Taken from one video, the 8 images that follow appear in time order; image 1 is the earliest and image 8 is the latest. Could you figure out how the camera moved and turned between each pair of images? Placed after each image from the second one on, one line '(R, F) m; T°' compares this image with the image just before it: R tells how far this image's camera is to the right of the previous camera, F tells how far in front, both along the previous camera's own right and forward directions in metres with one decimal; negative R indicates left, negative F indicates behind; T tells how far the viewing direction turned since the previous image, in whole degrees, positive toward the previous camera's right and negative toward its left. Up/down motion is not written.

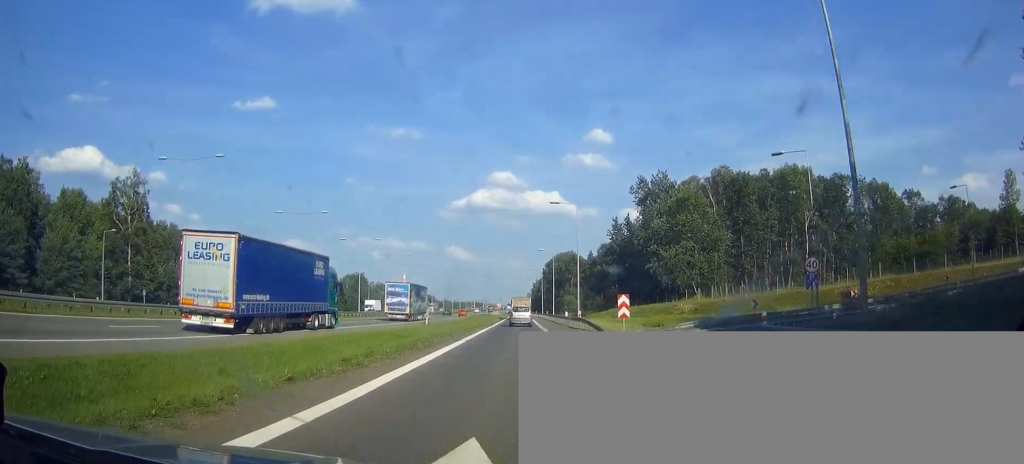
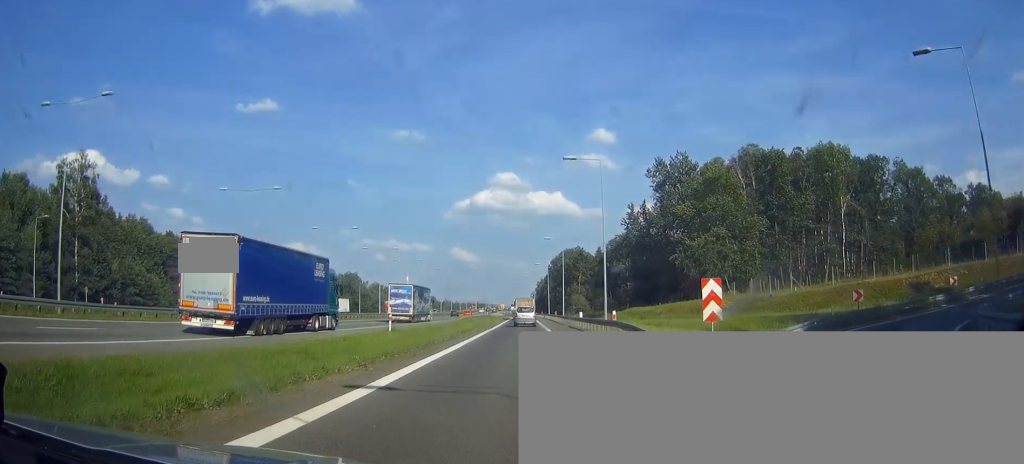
(0.0, +17.1) m; 0°
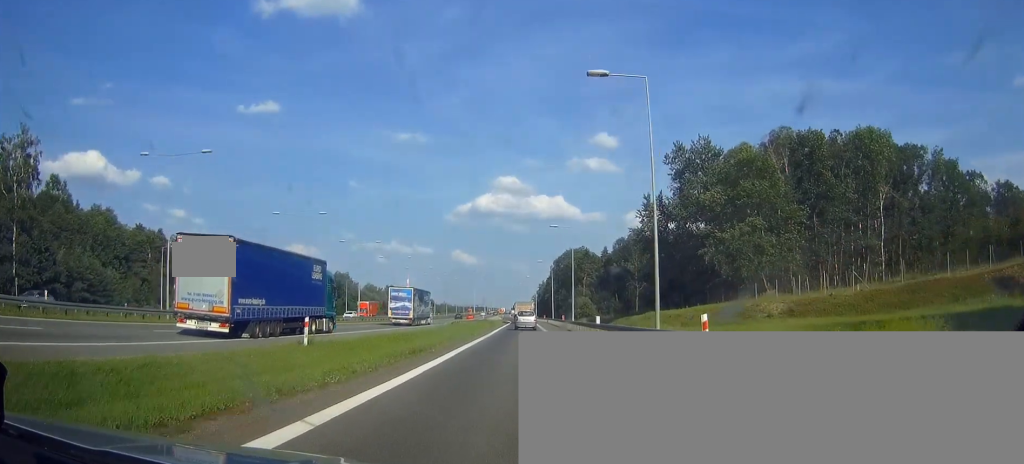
(-0.1, +15.7) m; 0°
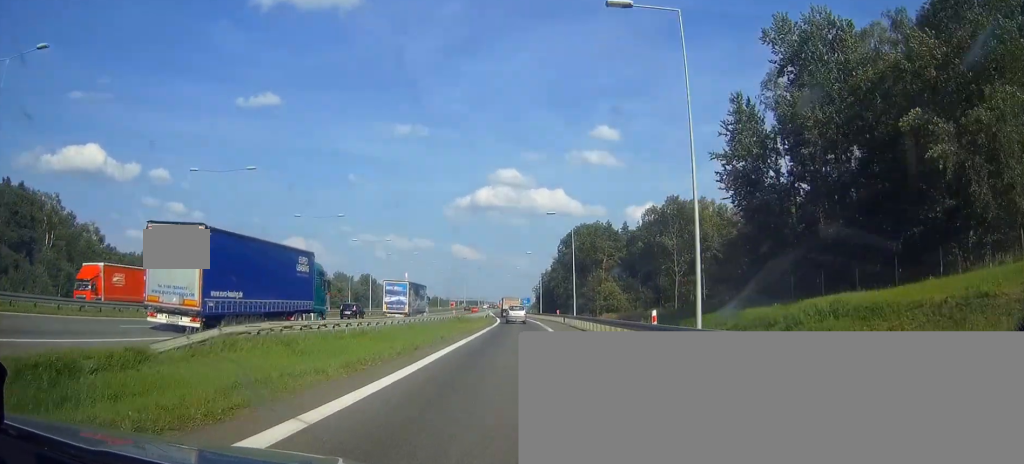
(0.0, +49.8) m; 0°
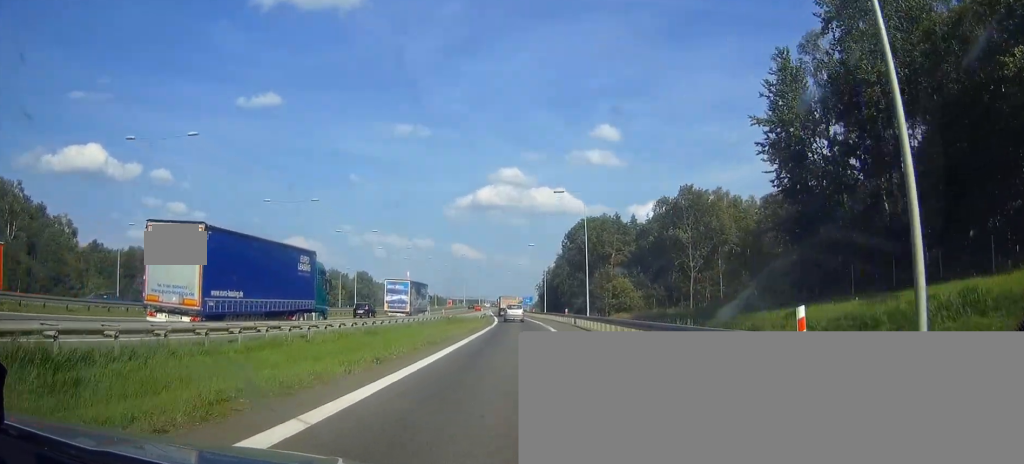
(0.0, +11.5) m; 0°
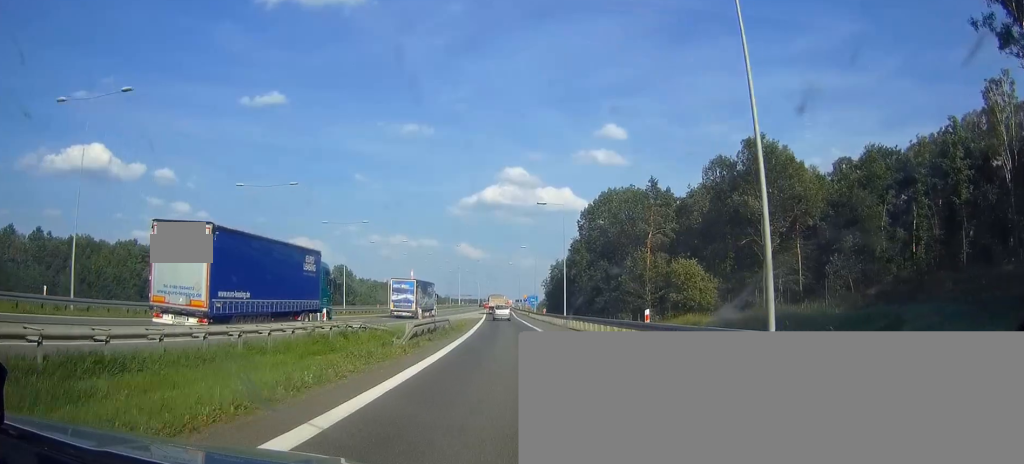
(0.0, +39.9) m; 0°
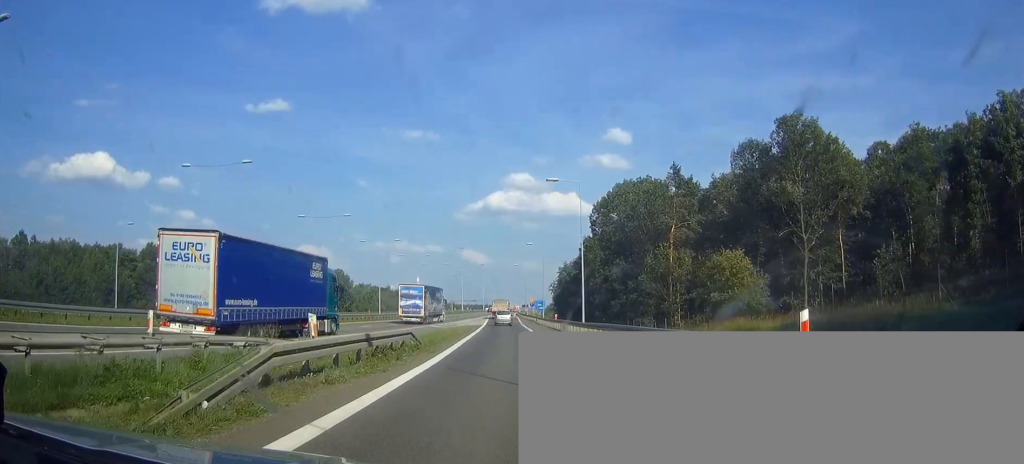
(+0.1, +13.1) m; -1°
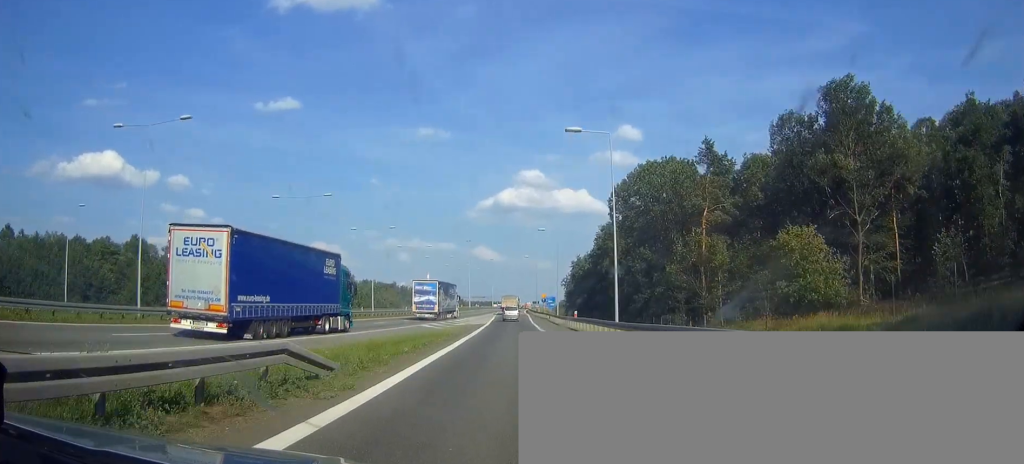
(-0.1, +12.4) m; -1°
